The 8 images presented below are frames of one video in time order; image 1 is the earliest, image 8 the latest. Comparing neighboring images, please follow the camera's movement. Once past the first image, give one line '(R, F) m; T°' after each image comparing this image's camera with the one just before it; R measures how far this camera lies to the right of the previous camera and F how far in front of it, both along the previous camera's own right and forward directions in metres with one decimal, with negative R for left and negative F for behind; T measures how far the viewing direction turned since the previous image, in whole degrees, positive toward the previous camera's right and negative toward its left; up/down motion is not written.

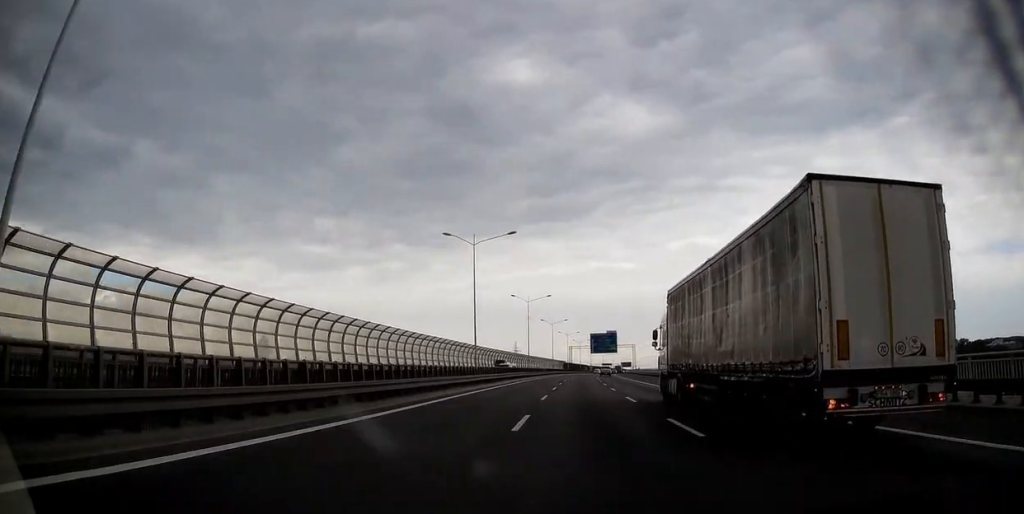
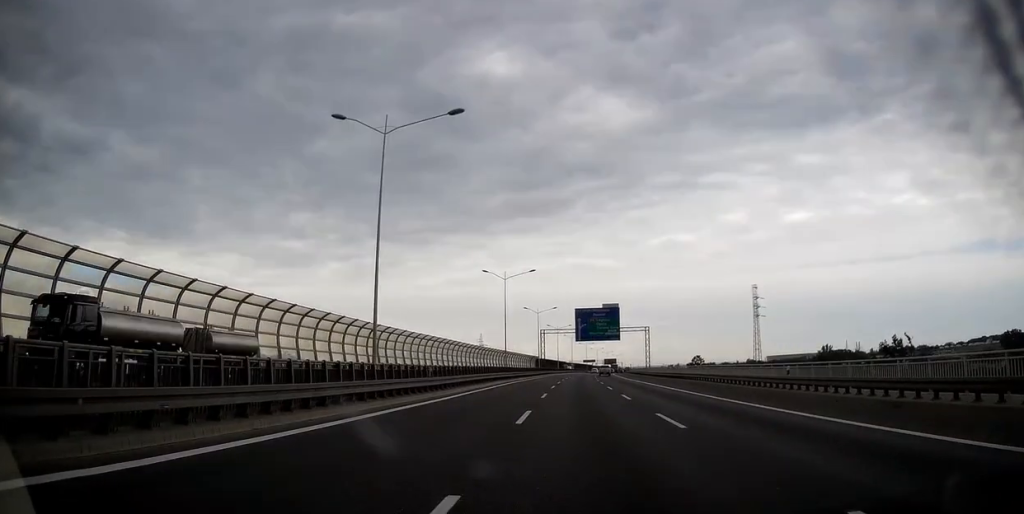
(+1.0, +70.4) m; +2°
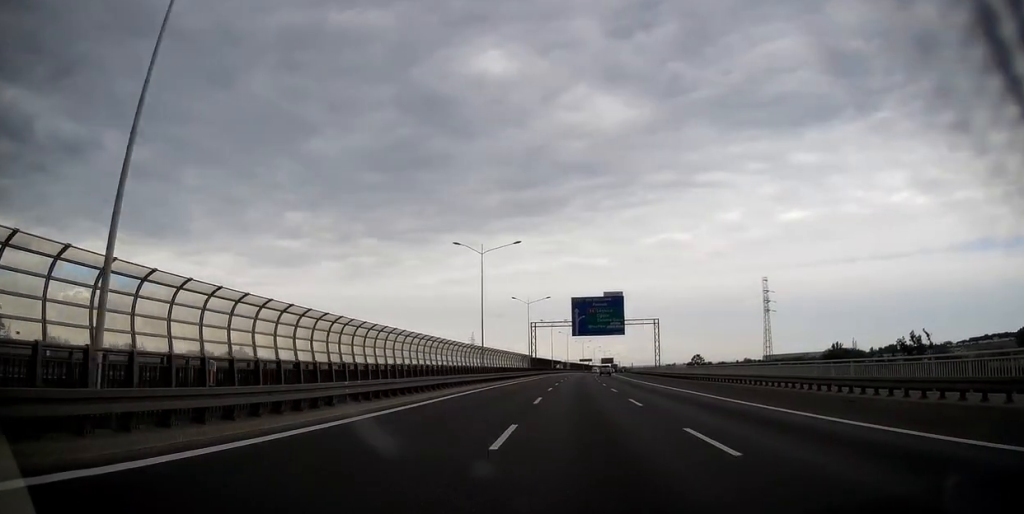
(+0.1, +16.3) m; +1°
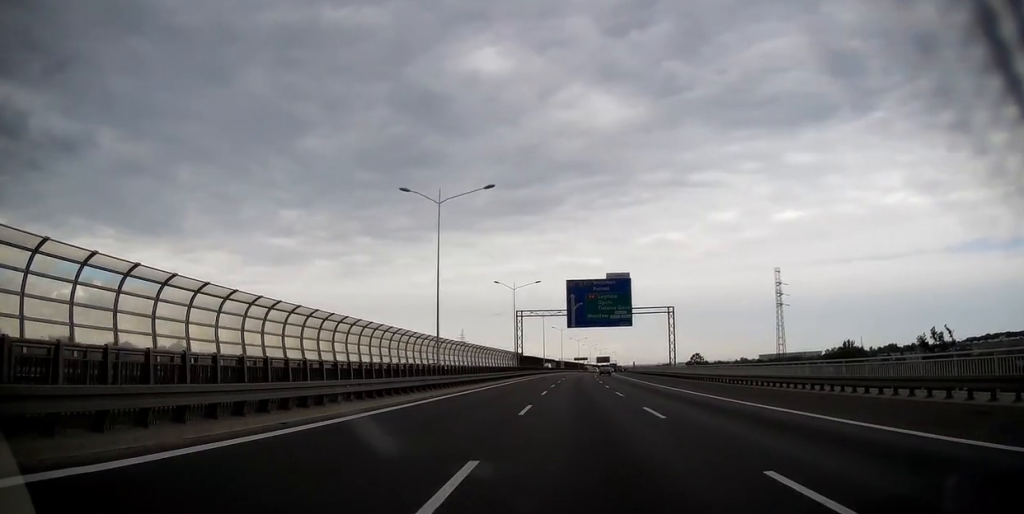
(+0.1, +17.4) m; +1°
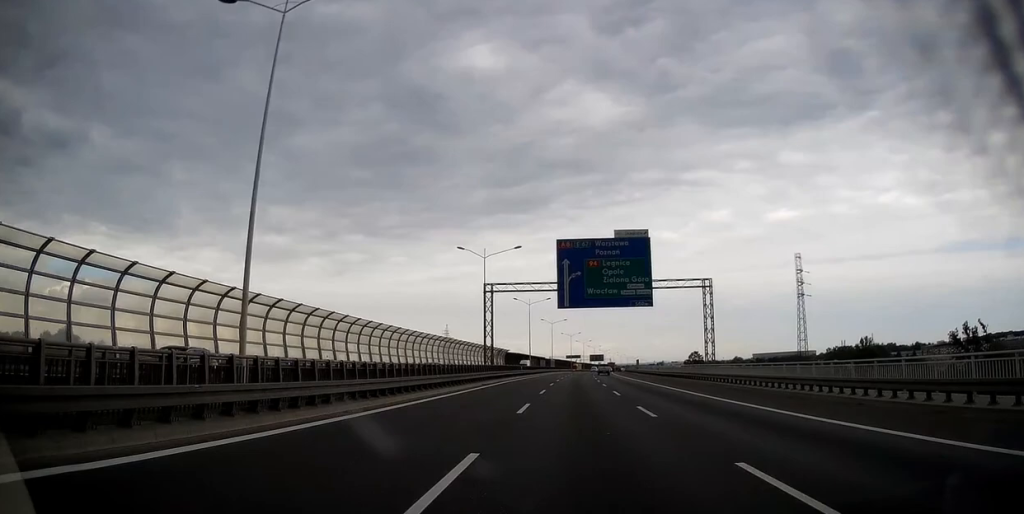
(+0.2, +23.2) m; +1°
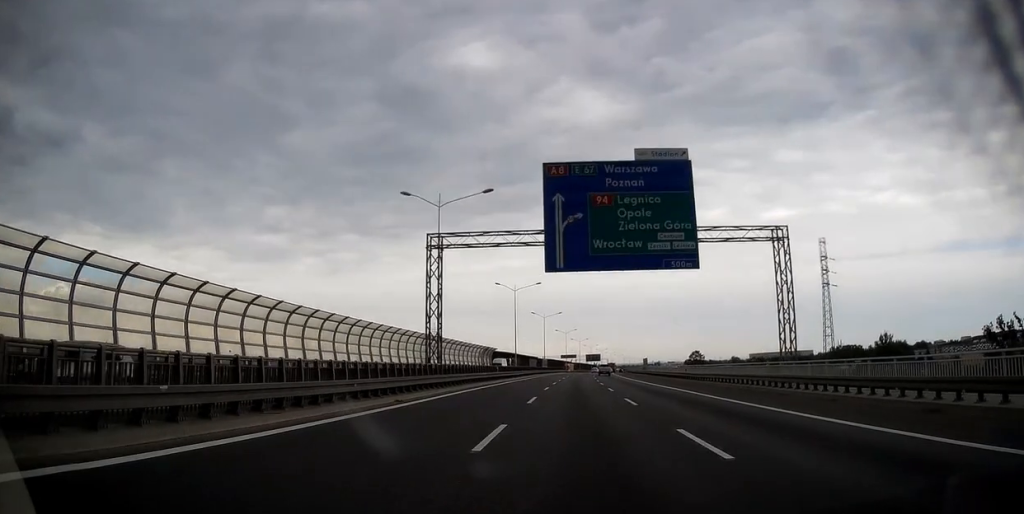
(+0.1, +19.6) m; +1°
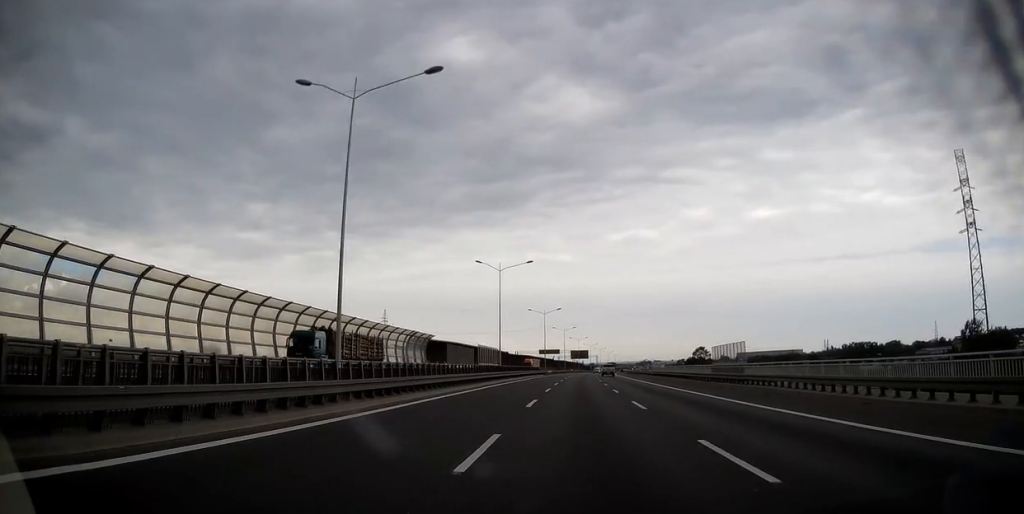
(+0.8, +60.8) m; +1°
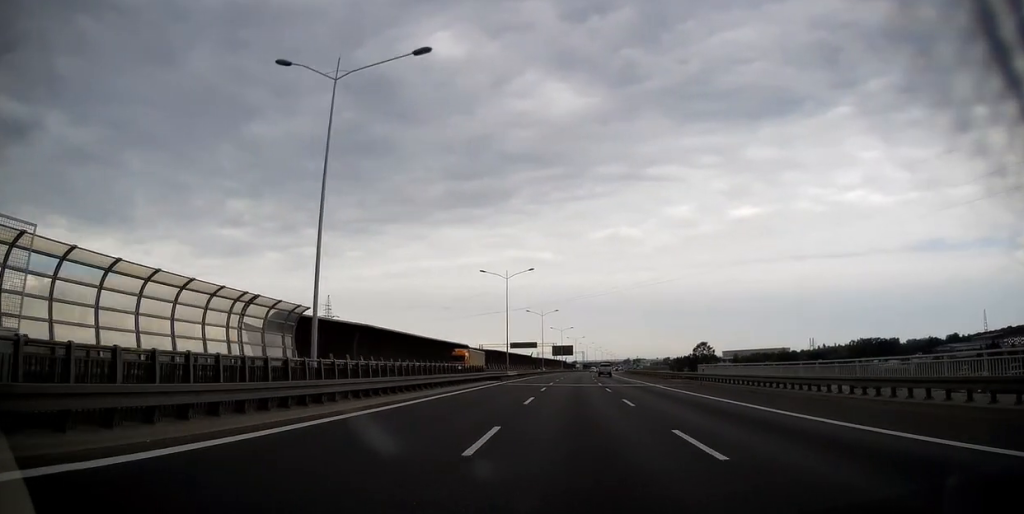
(+0.5, +46.9) m; +1°
